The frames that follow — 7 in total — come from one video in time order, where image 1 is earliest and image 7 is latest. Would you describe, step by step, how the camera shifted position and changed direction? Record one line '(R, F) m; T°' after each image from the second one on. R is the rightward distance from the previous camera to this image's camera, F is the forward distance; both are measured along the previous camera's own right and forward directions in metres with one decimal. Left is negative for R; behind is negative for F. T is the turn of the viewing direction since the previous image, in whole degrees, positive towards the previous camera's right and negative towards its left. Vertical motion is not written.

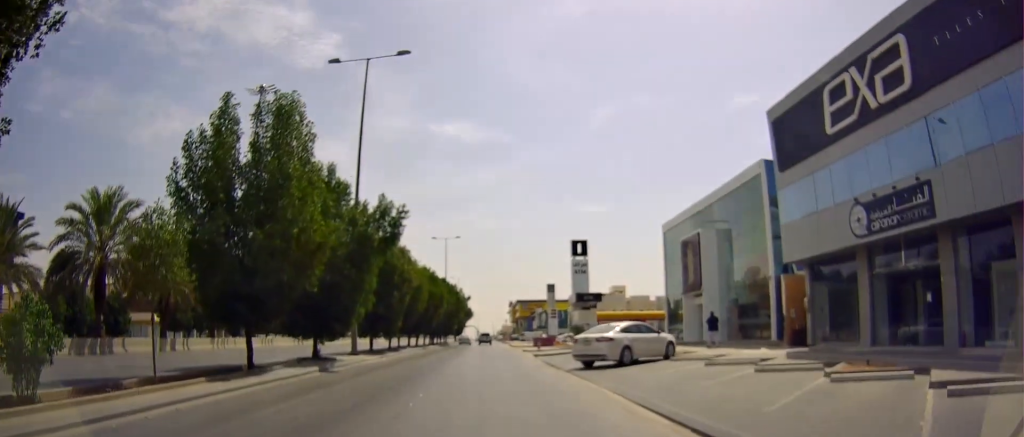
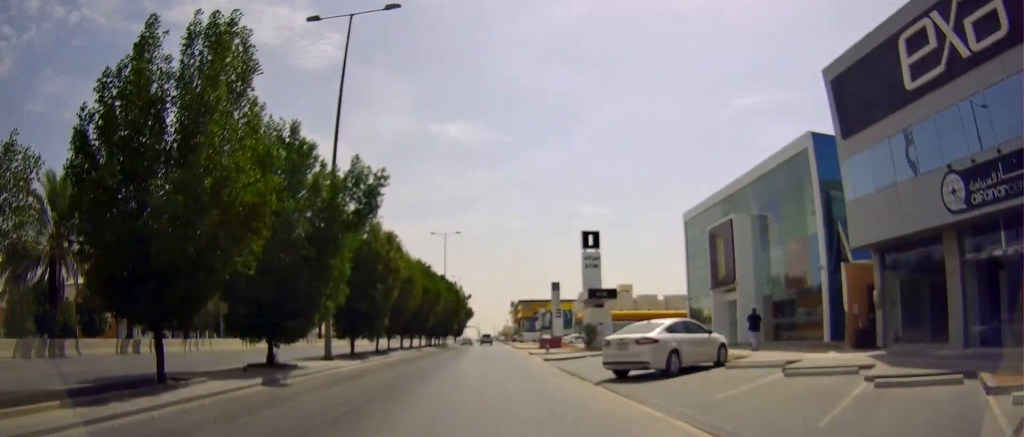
(0.0, +5.0) m; 0°
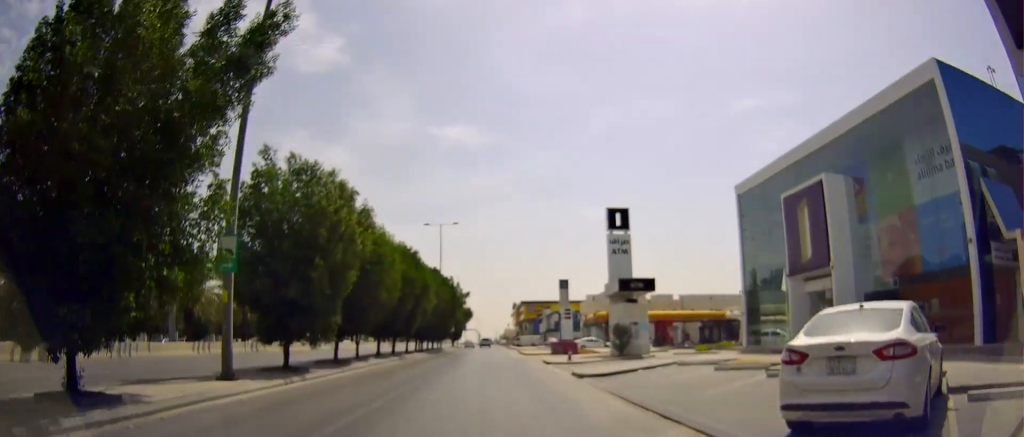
(0.0, +9.3) m; +2°
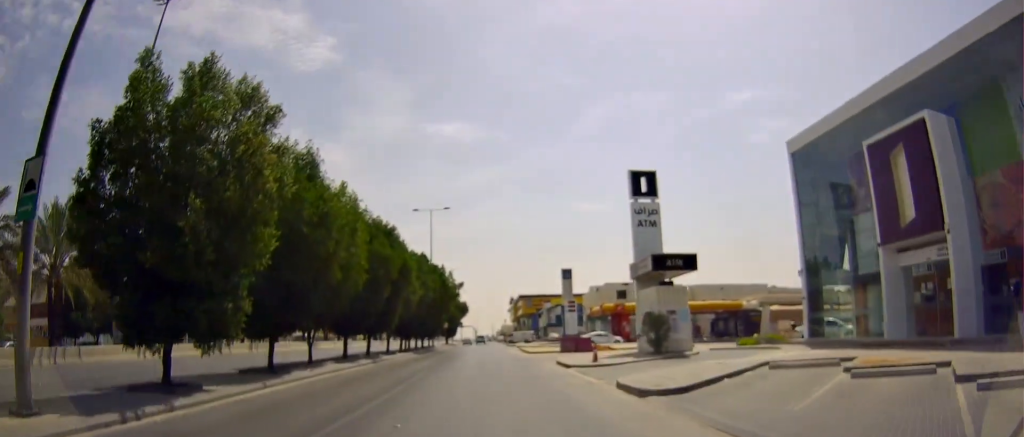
(+0.2, +7.2) m; 0°
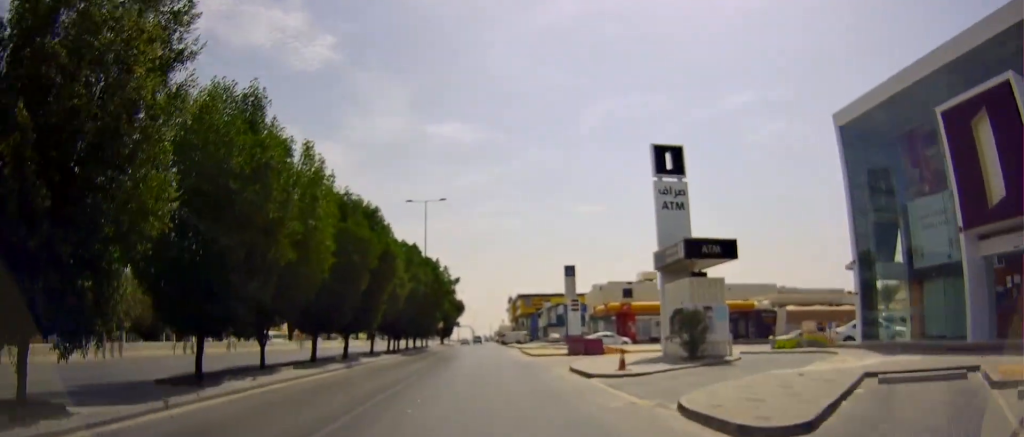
(0.0, +4.5) m; -1°
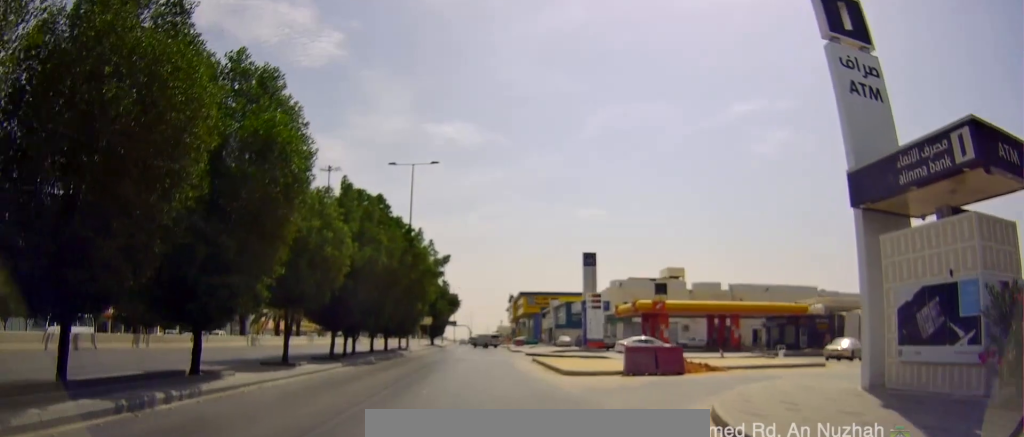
(-0.6, +14.5) m; -1°
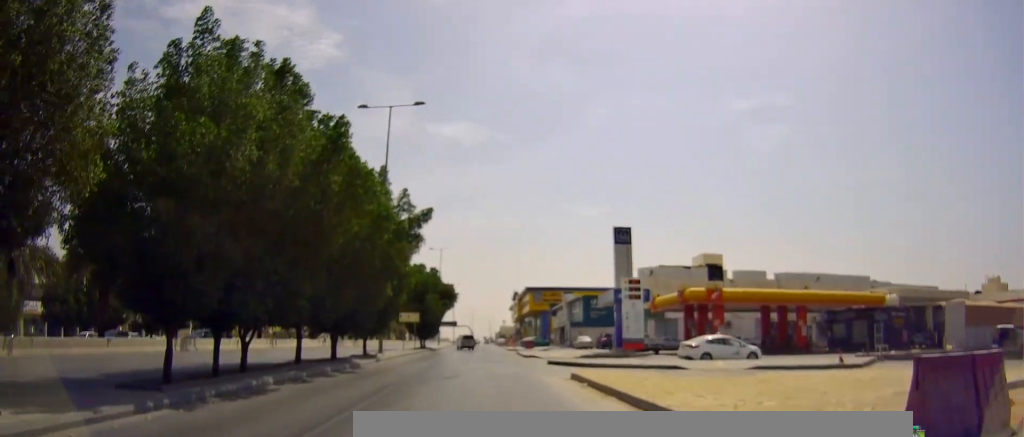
(+0.5, +14.2) m; +1°
